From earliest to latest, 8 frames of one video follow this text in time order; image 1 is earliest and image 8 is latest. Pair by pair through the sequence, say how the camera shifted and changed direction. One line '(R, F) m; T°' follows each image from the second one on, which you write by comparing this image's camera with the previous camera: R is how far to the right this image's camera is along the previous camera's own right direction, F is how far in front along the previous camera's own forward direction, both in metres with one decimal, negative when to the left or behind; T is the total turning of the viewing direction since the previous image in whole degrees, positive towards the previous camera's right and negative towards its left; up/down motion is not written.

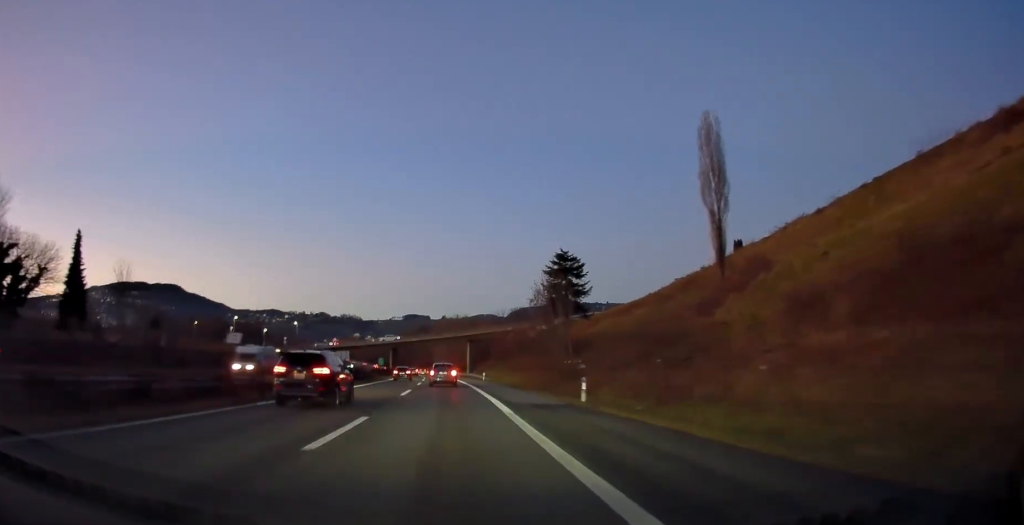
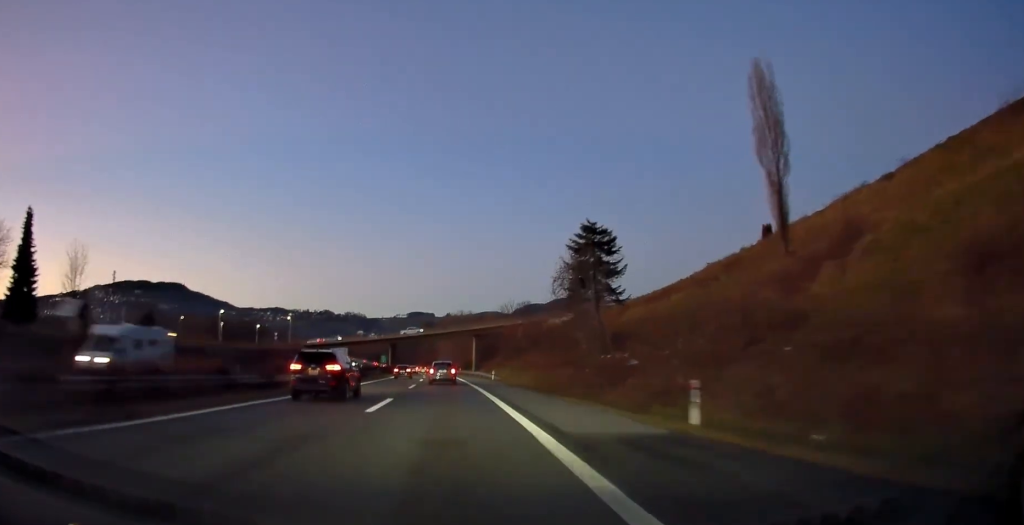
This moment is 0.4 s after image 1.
(0.0, +10.7) m; 0°
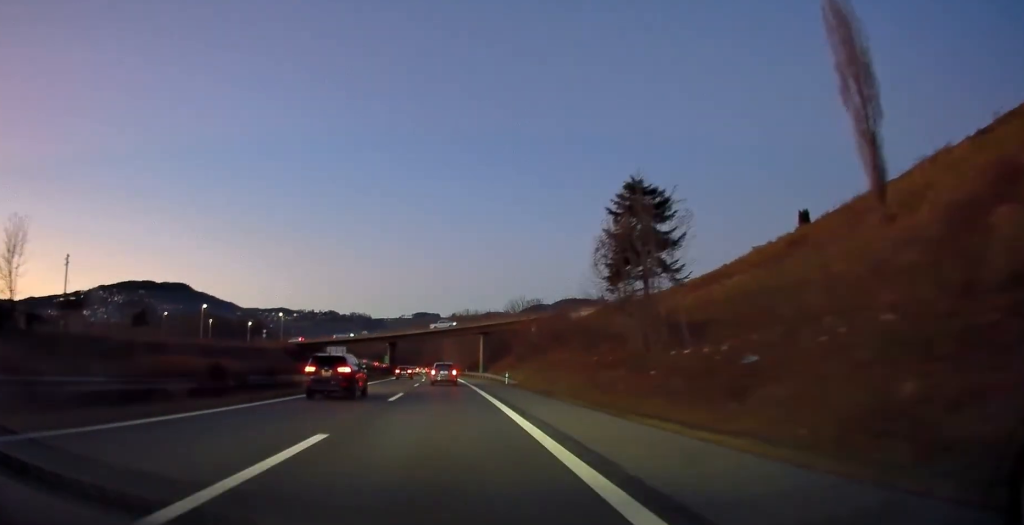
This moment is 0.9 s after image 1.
(0.0, +12.3) m; 0°
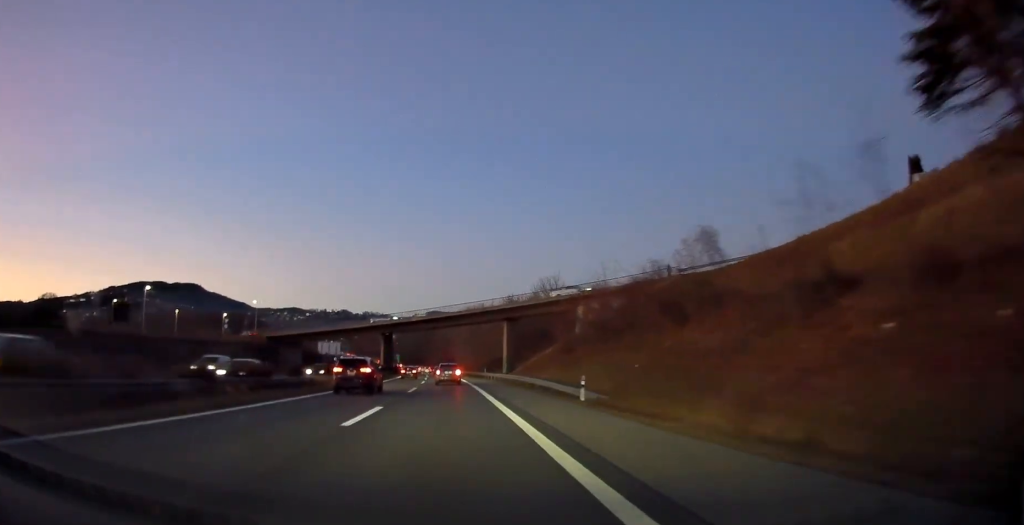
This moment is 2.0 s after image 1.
(-0.2, +27.1) m; -1°
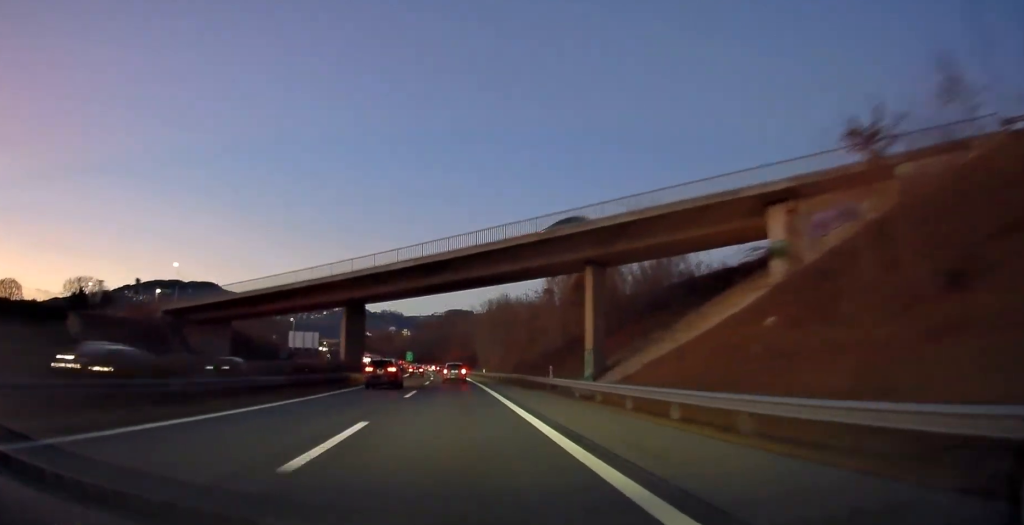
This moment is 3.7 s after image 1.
(-0.7, +41.4) m; -2°
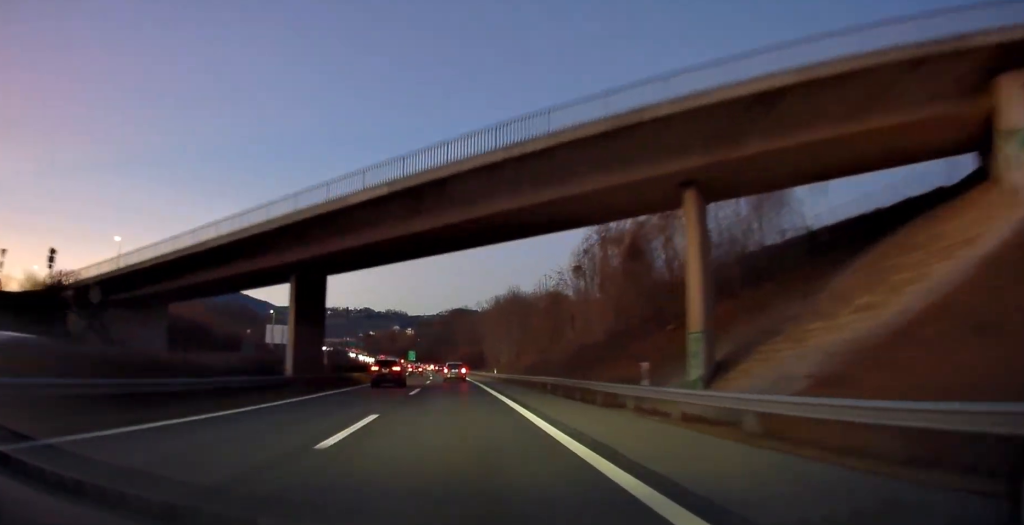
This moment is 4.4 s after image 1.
(-0.1, +16.2) m; -1°
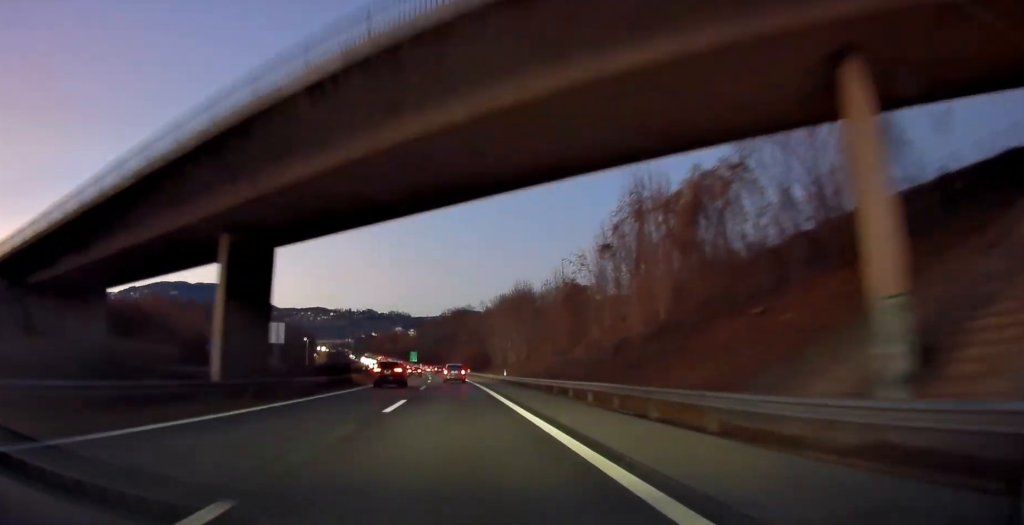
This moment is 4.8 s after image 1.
(-0.1, +9.8) m; 0°
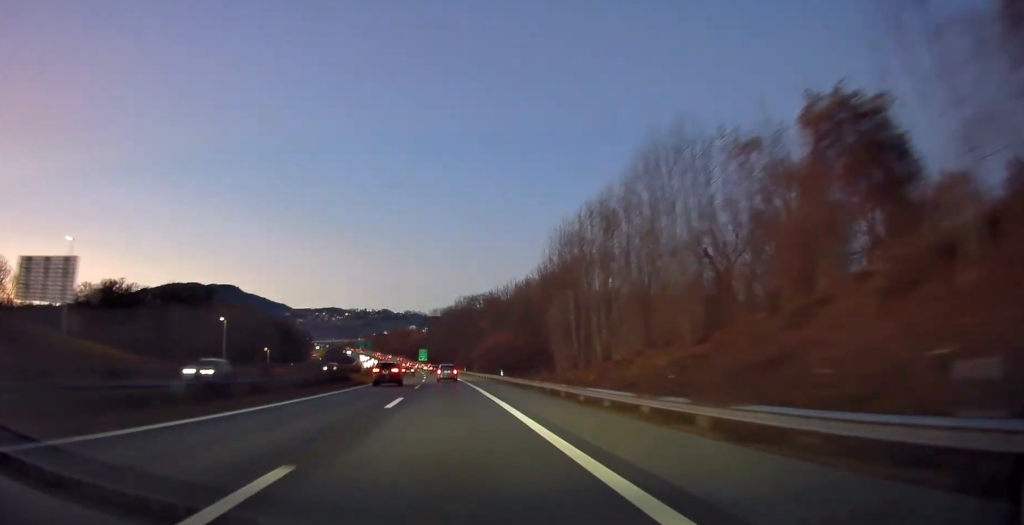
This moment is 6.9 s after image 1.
(-0.5, +51.2) m; -2°
